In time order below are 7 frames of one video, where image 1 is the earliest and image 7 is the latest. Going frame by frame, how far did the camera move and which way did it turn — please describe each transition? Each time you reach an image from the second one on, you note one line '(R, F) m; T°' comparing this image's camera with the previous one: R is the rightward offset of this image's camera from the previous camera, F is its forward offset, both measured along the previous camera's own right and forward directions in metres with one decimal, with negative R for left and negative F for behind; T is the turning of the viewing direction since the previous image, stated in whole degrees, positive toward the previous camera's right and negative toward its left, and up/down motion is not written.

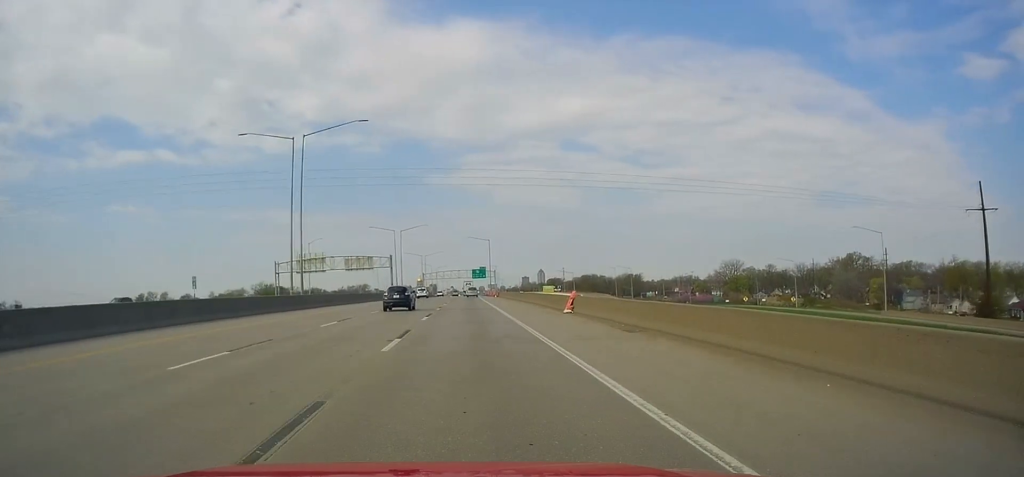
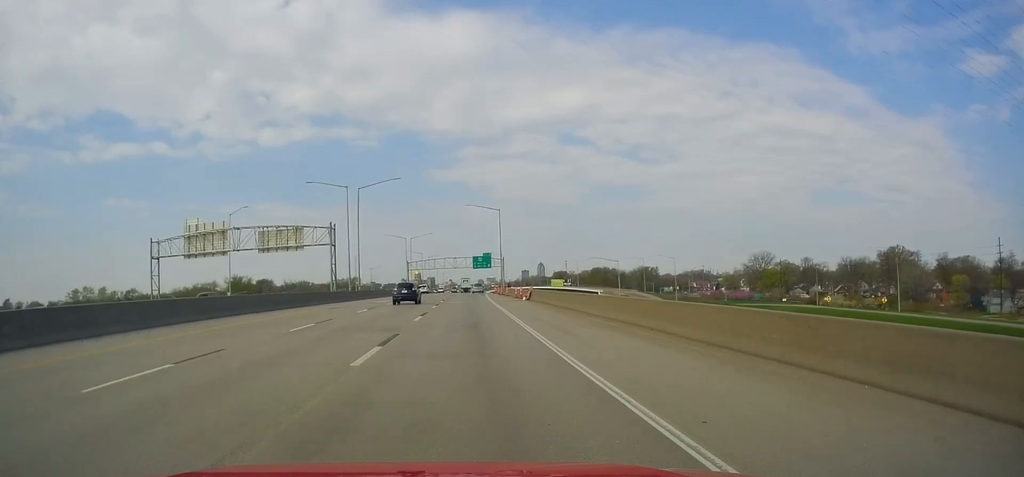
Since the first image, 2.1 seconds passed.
(+1.0, +51.4) m; +1°
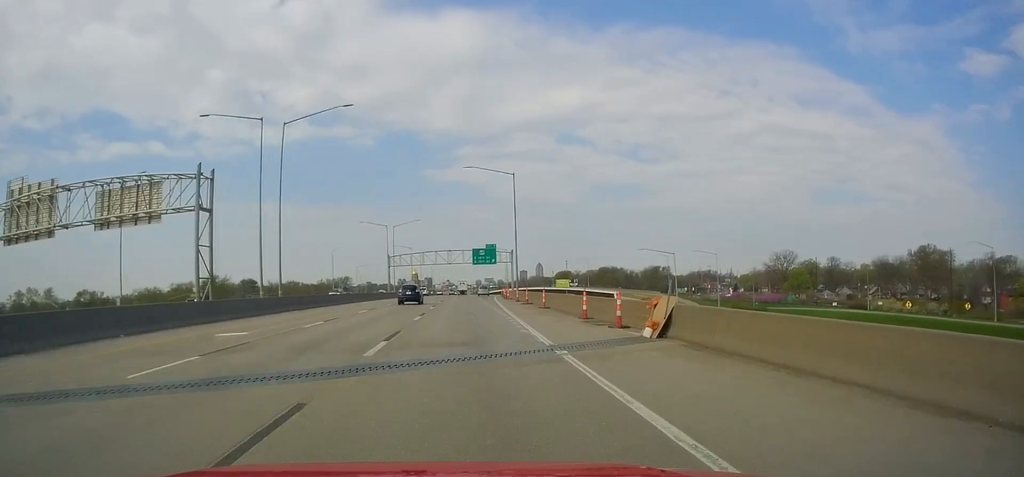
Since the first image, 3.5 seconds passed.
(-0.5, +34.2) m; 0°
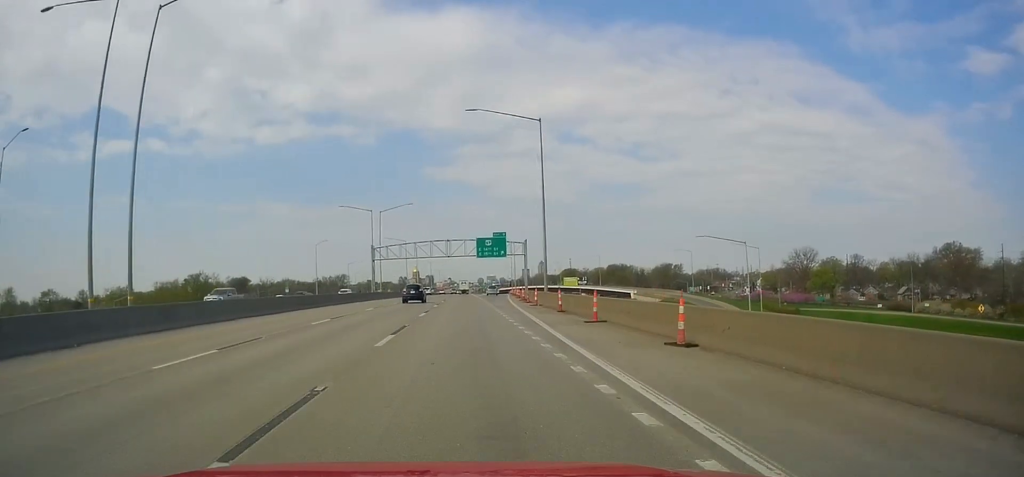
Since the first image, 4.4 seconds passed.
(+0.4, +22.6) m; +1°
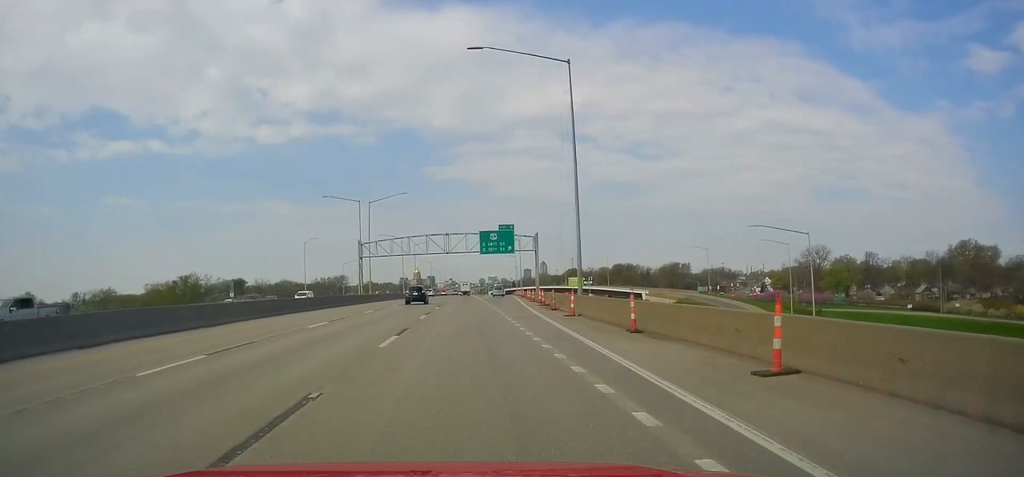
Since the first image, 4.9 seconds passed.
(0.0, +12.9) m; 0°
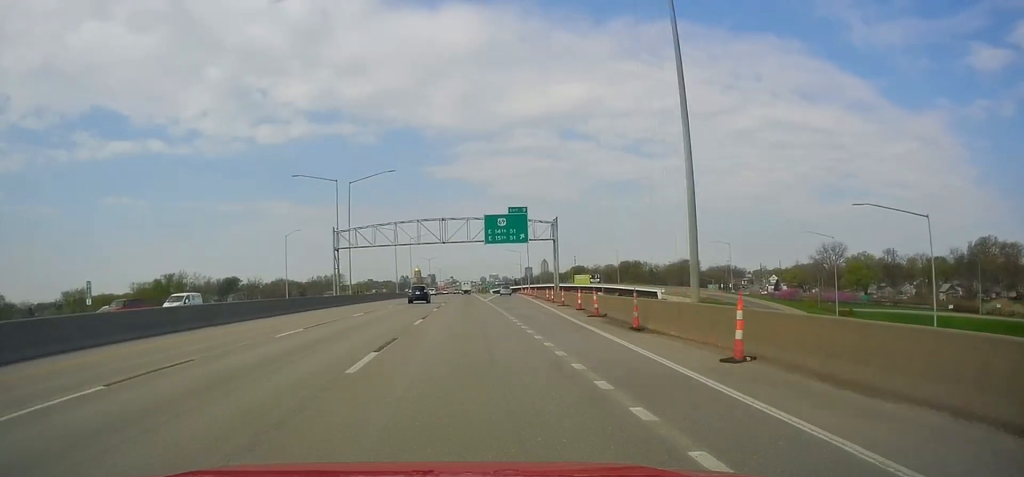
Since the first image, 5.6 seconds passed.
(-0.1, +16.0) m; 0°
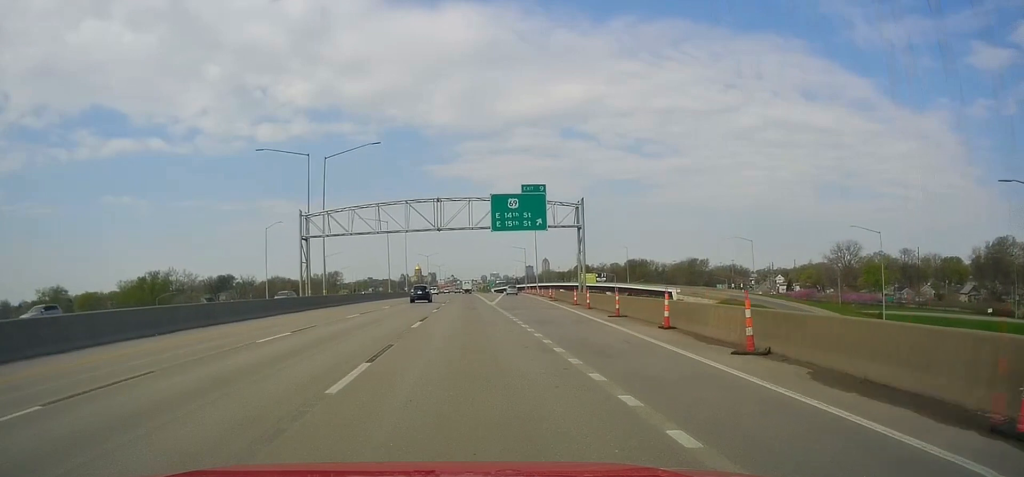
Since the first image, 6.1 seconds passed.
(0.0, +14.1) m; -1°
